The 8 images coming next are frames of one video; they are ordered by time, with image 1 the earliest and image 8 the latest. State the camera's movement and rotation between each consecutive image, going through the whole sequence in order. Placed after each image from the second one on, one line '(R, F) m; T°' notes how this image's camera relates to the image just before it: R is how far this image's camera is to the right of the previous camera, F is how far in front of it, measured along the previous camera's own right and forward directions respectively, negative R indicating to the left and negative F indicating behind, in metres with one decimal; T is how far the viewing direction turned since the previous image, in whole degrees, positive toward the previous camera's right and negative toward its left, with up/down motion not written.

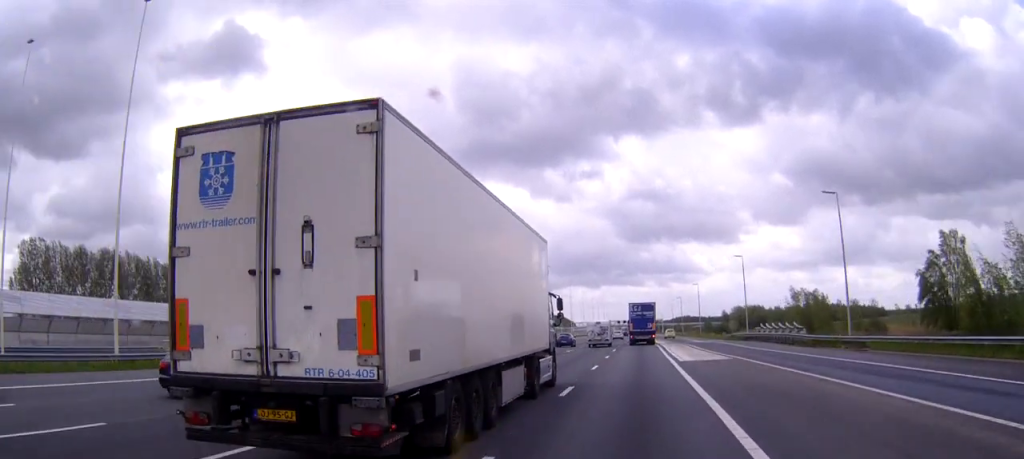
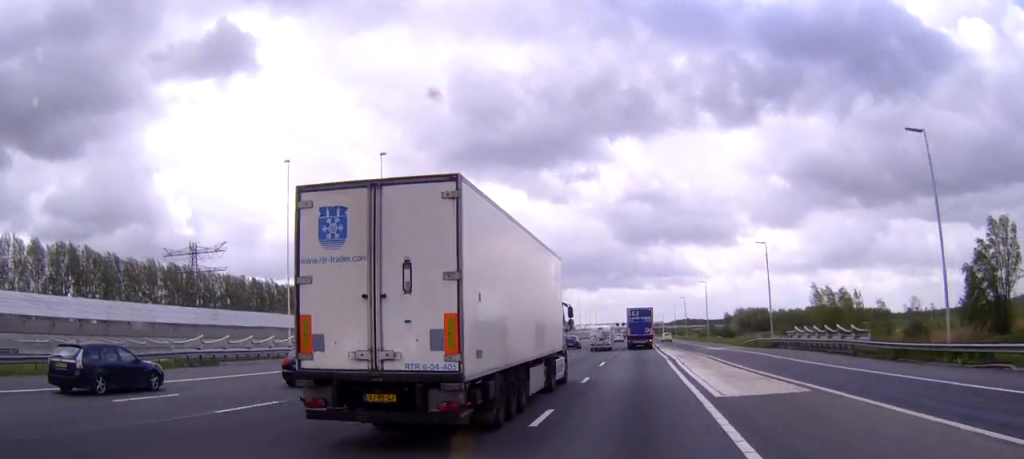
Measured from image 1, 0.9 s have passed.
(0.0, +17.2) m; 0°
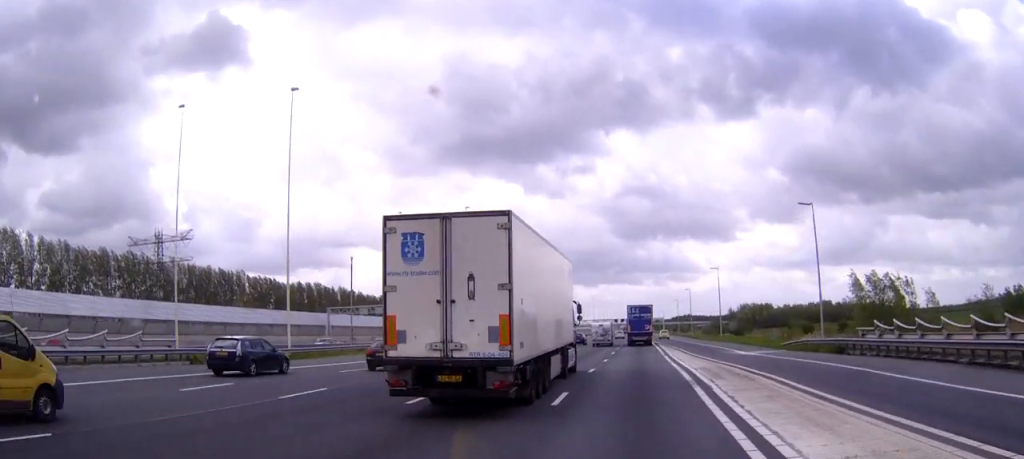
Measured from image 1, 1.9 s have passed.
(0.0, +20.6) m; 0°
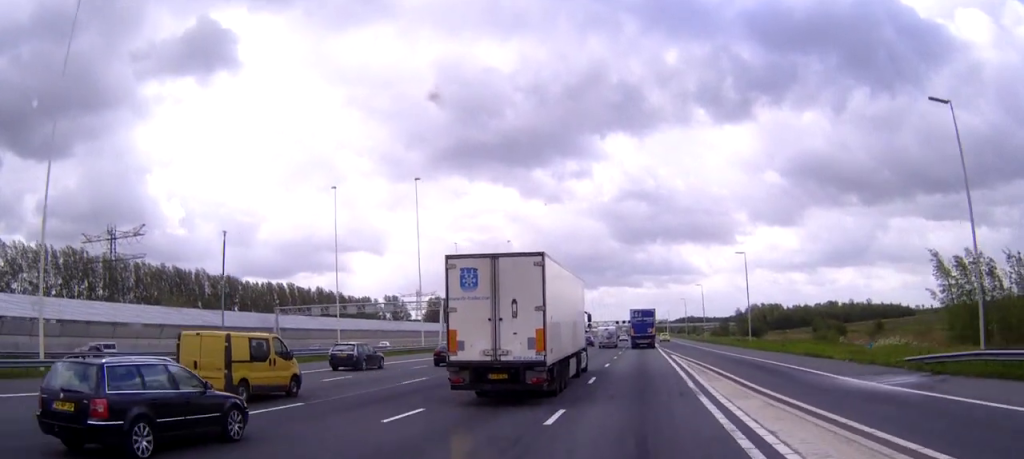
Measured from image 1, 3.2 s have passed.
(0.0, +26.1) m; 0°
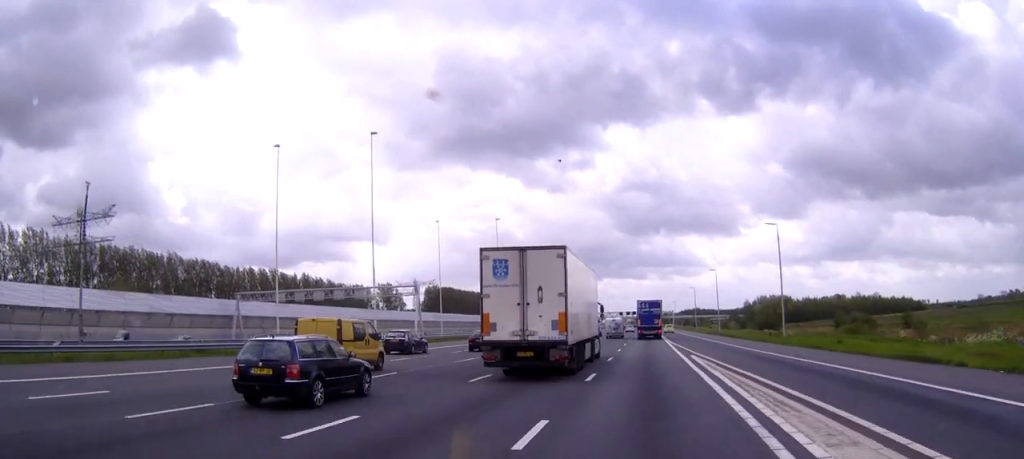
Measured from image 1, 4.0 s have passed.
(0.0, +16.8) m; 0°
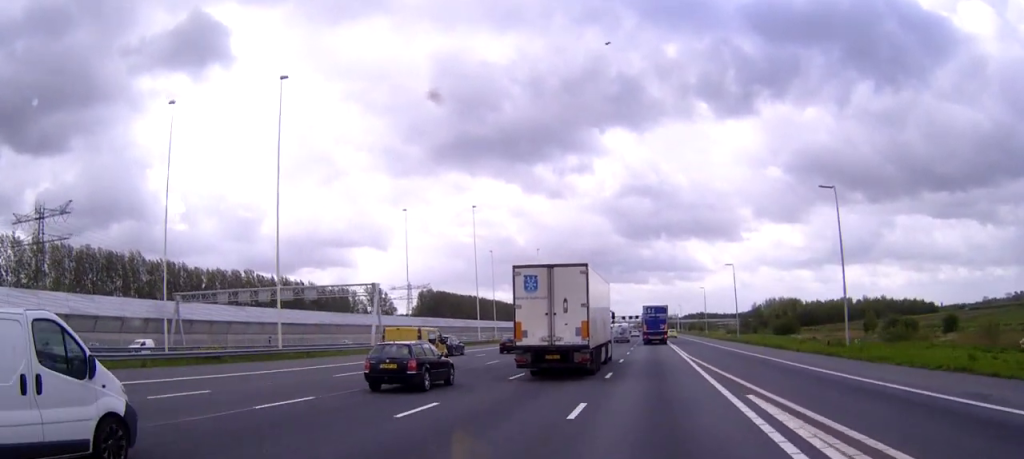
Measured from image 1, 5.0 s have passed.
(0.0, +19.5) m; 0°
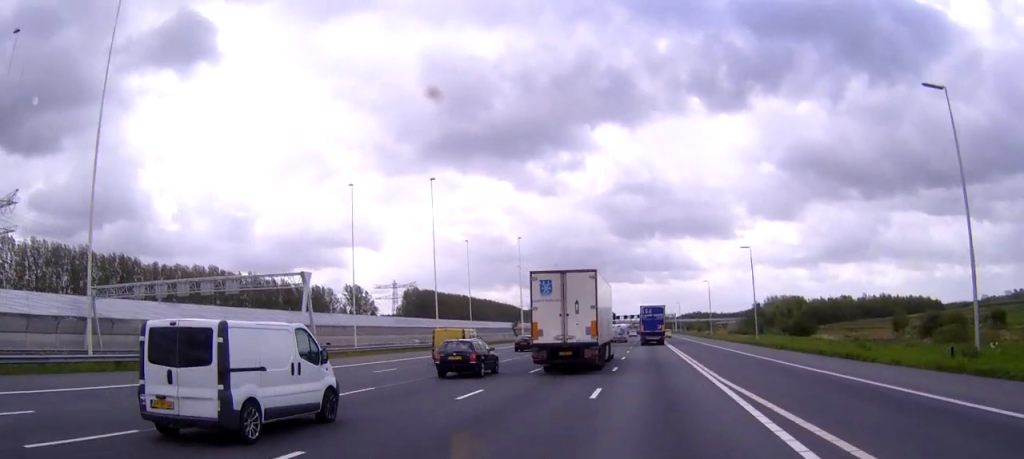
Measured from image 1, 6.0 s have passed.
(0.0, +19.5) m; 0°
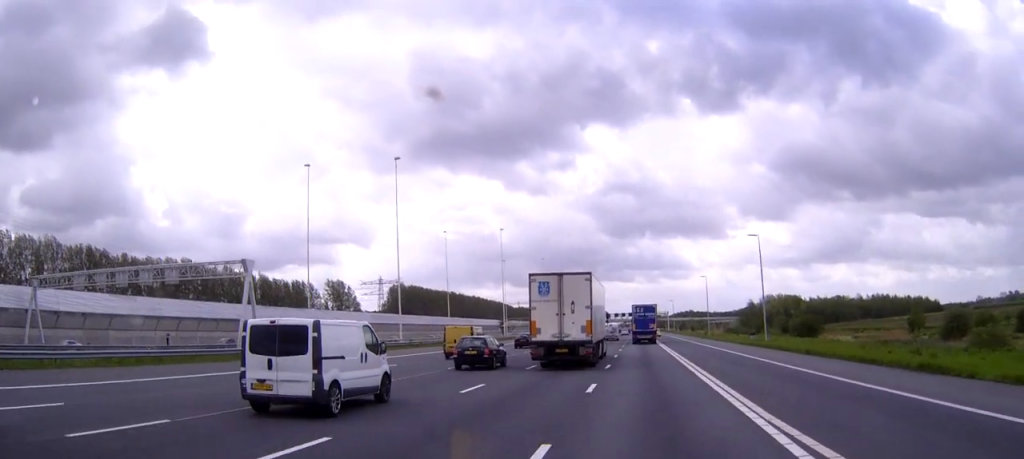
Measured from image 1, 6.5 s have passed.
(+0.1, +10.8) m; 0°
